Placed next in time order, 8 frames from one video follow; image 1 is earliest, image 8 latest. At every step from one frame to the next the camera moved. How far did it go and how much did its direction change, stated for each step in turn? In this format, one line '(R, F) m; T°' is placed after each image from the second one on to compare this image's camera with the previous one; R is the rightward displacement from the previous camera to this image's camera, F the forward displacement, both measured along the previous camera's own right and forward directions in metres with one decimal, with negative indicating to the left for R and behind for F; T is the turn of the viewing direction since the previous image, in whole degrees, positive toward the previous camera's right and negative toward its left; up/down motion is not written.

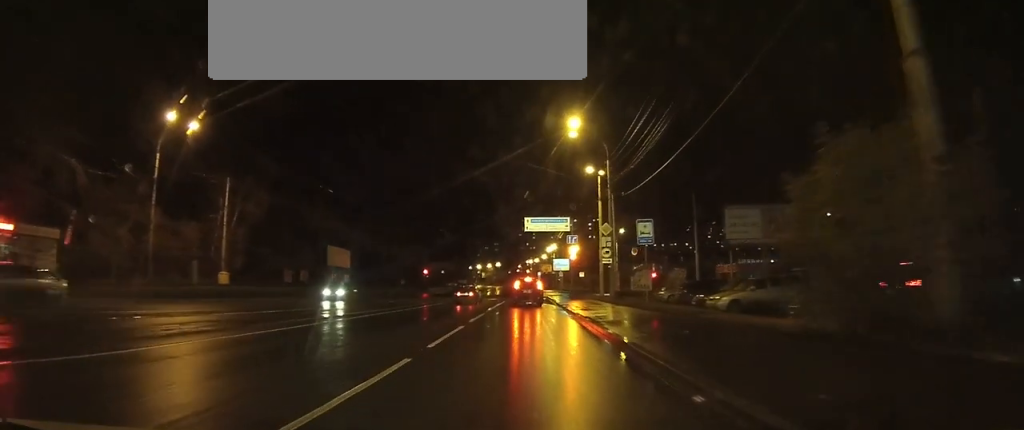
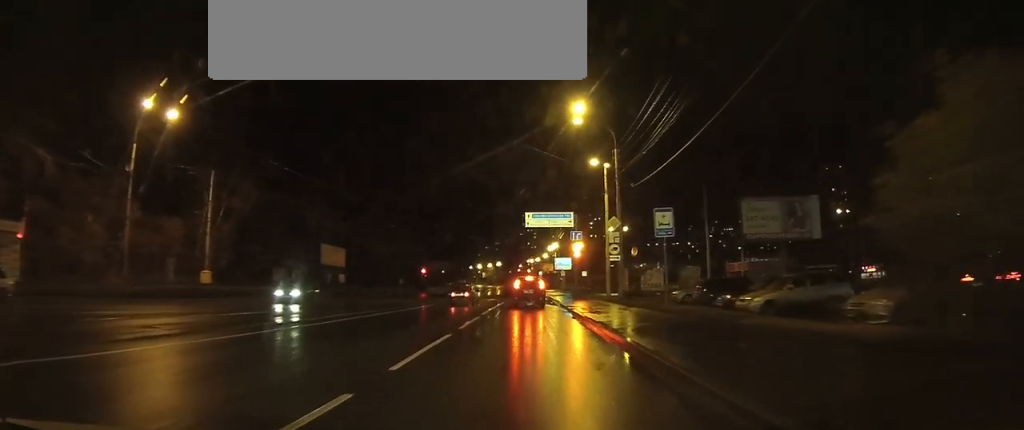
(0.0, +3.1) m; 0°
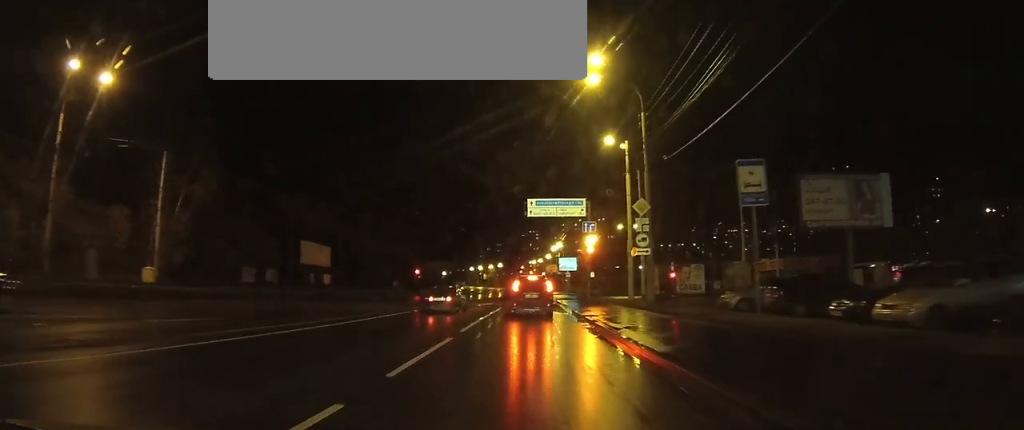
(0.0, +7.4) m; 0°
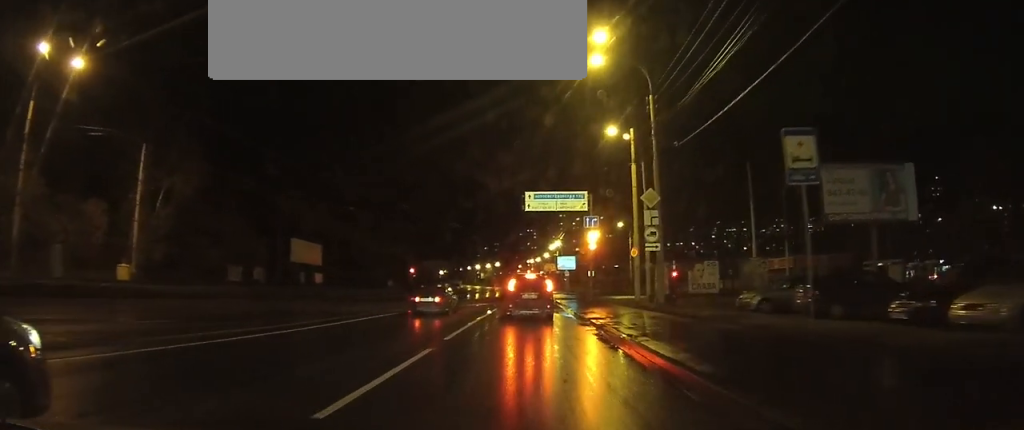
(0.0, +2.3) m; 0°
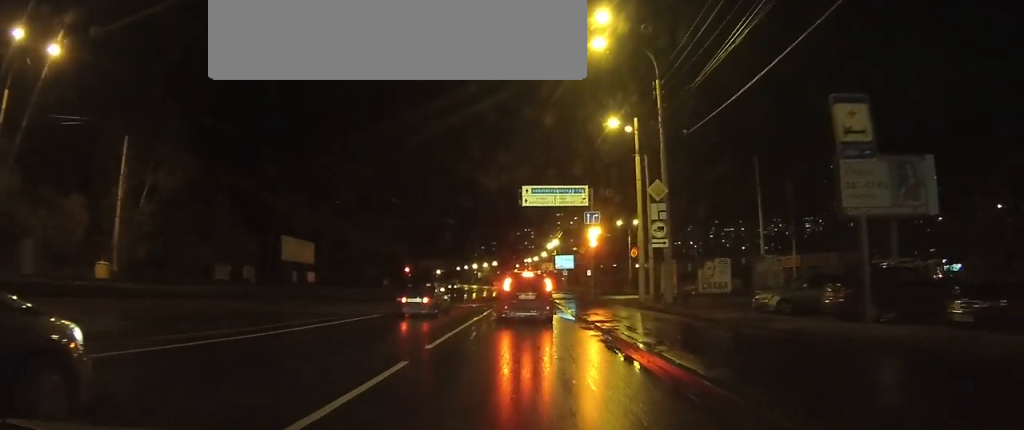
(0.0, +1.9) m; 0°
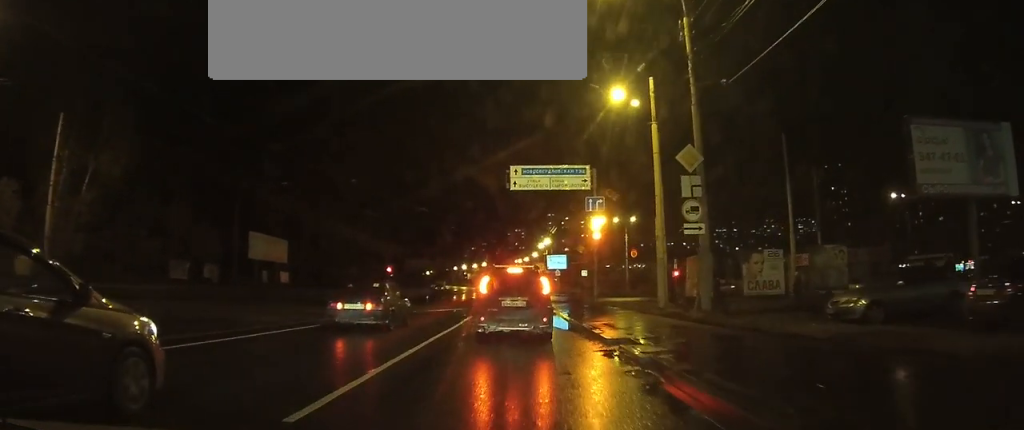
(-0.2, +5.5) m; -2°
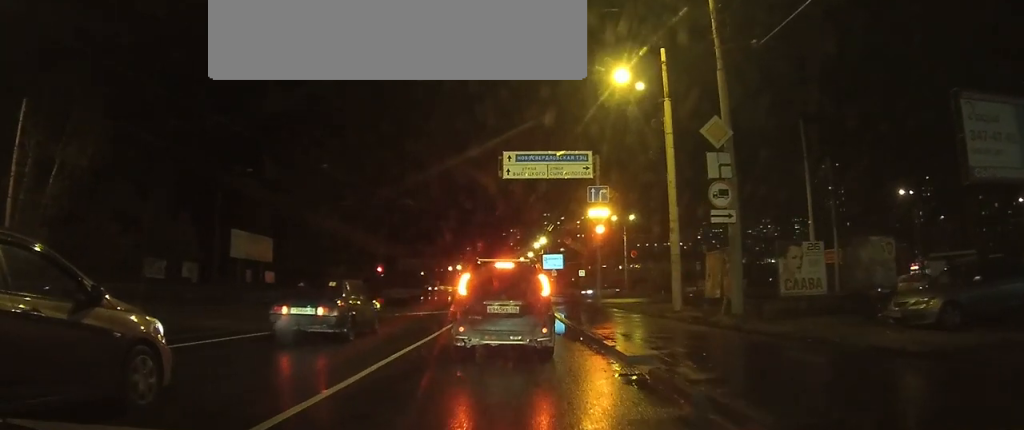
(+0.1, +2.7) m; +5°
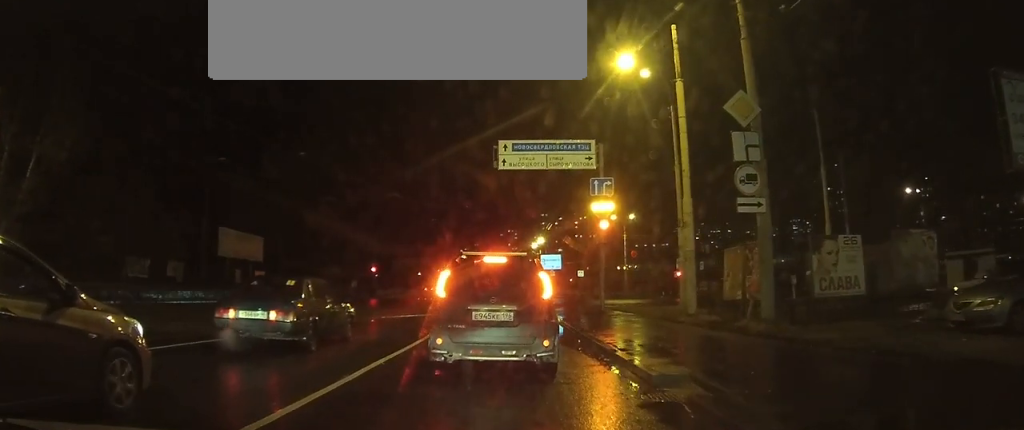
(0.0, +1.6) m; +1°
